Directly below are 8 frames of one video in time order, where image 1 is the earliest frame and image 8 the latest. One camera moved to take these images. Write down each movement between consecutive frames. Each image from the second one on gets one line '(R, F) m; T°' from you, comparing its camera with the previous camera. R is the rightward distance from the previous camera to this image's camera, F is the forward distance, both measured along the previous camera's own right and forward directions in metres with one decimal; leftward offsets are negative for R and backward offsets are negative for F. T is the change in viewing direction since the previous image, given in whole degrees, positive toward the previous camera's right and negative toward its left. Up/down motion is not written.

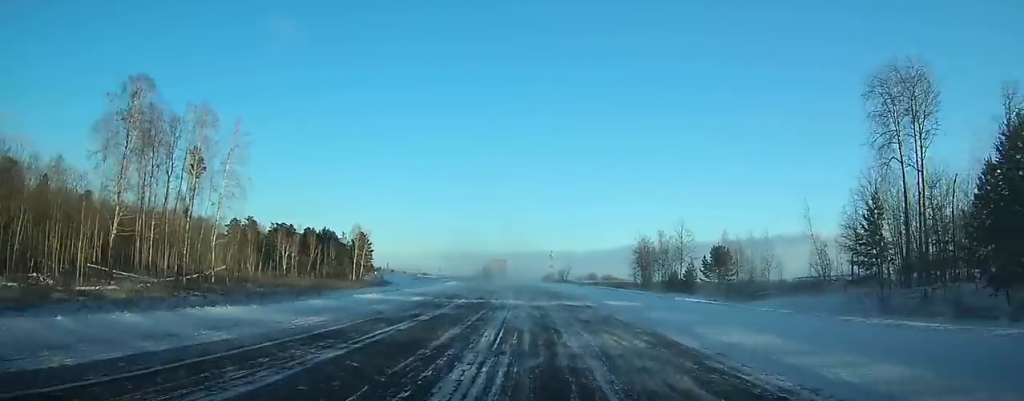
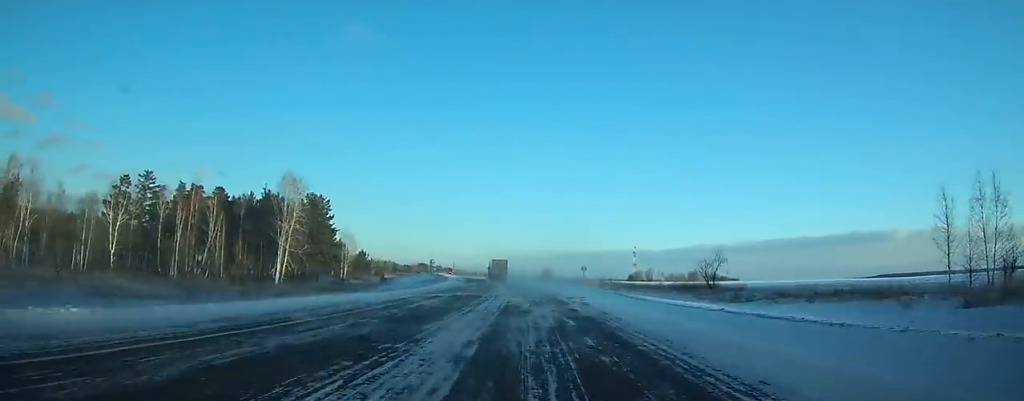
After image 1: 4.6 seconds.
(-5.4, +96.4) m; -7°
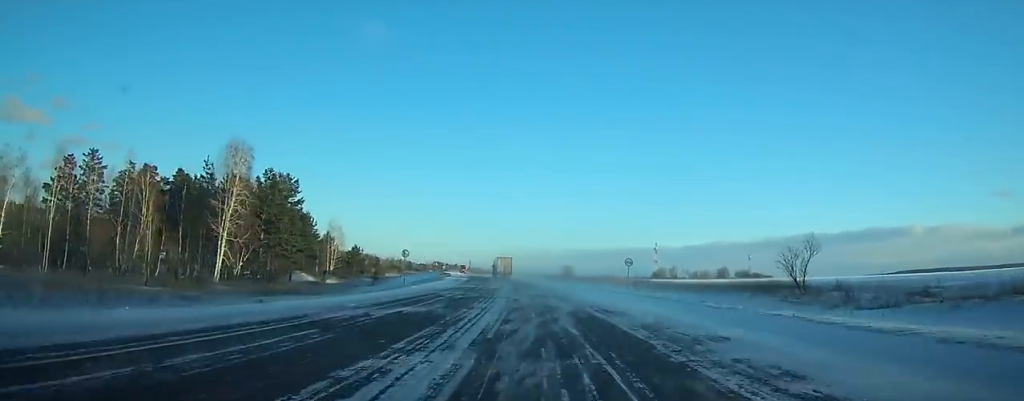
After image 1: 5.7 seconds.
(-0.6, +23.7) m; -2°
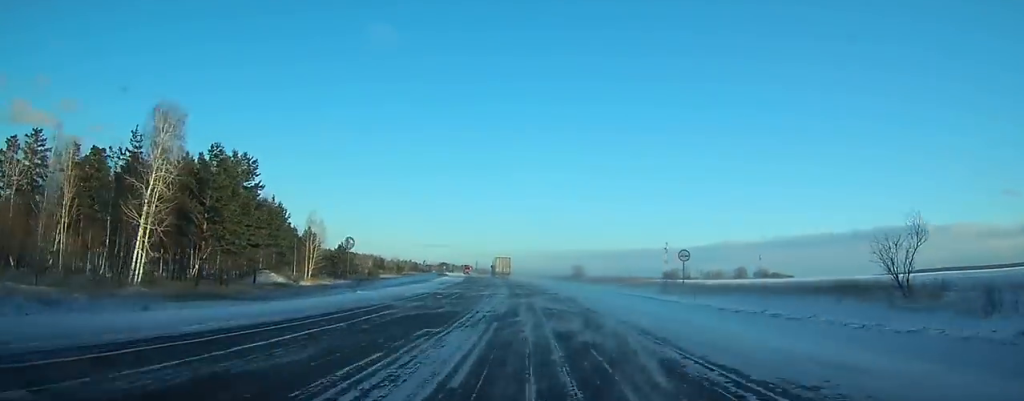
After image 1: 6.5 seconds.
(-0.2, +16.8) m; -1°
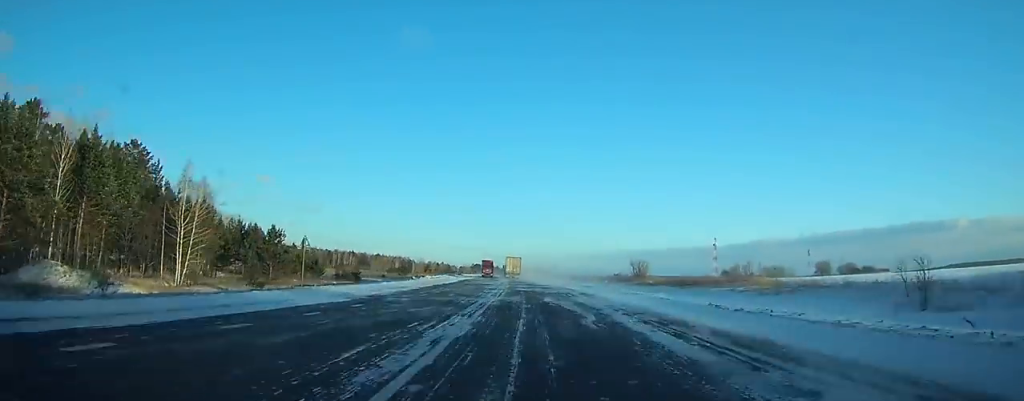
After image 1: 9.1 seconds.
(-1.4, +54.1) m; -3°
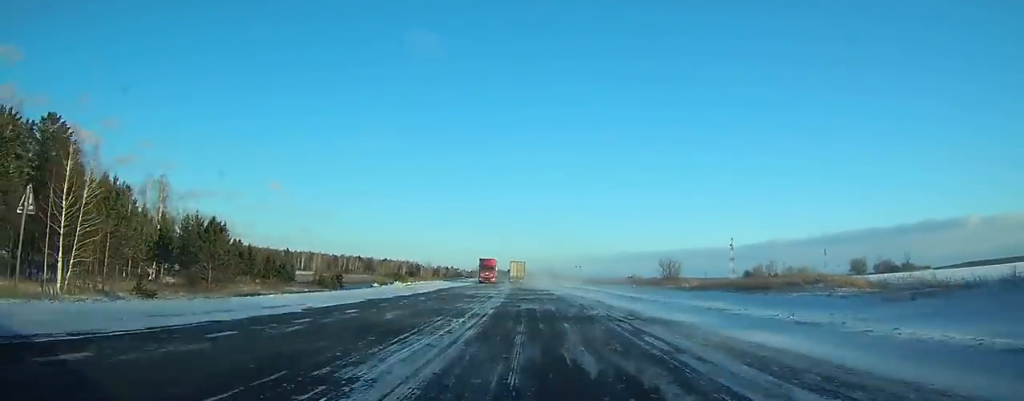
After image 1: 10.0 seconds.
(+0.1, +20.2) m; -1°
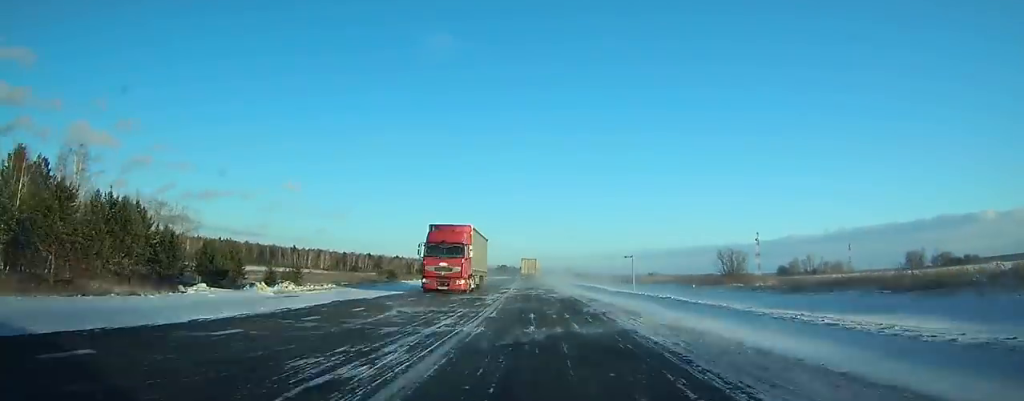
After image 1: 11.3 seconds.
(-0.8, +27.9) m; -2°
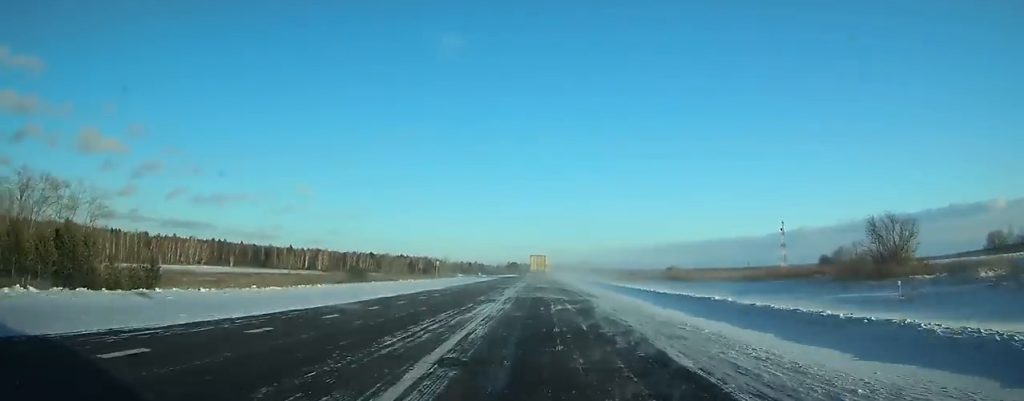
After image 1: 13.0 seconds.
(-0.7, +38.5) m; -1°
